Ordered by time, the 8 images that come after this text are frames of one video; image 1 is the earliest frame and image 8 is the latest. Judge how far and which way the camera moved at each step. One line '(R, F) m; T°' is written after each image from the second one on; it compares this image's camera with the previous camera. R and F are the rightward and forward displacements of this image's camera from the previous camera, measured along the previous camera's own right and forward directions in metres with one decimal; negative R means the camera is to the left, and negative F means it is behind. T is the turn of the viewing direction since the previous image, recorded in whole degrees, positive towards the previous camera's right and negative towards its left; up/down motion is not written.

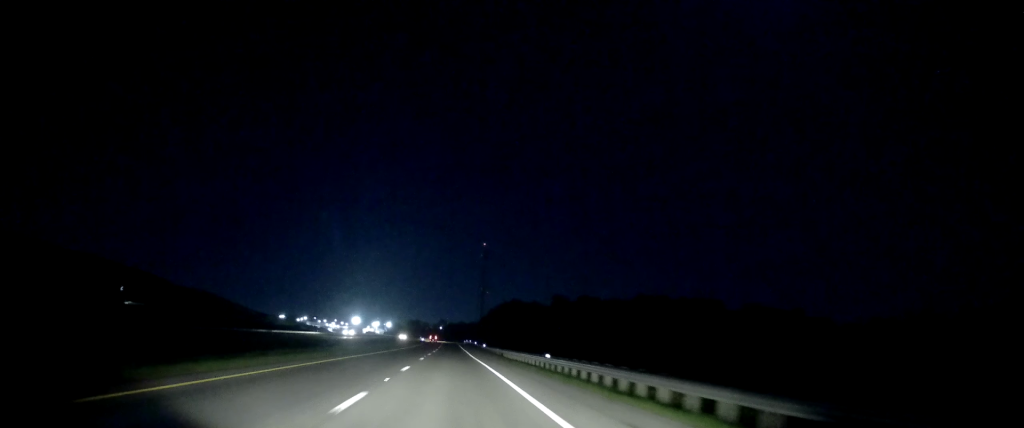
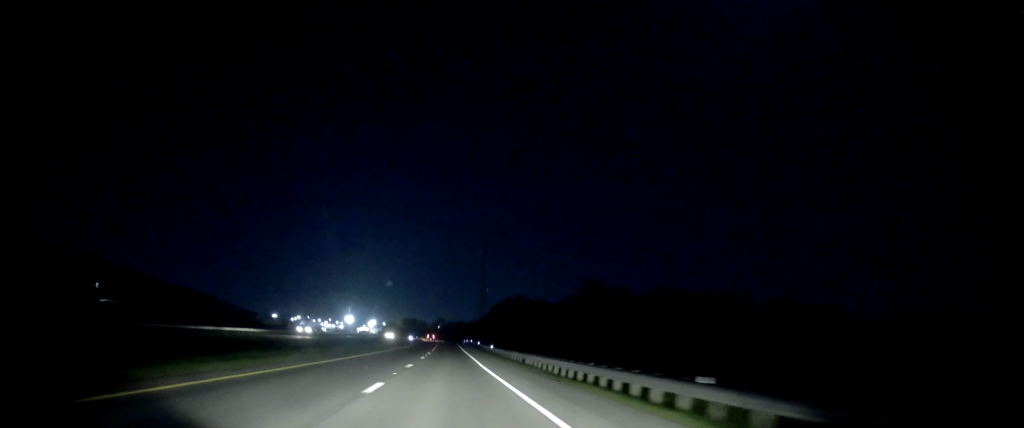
(0.0, +20.9) m; -1°
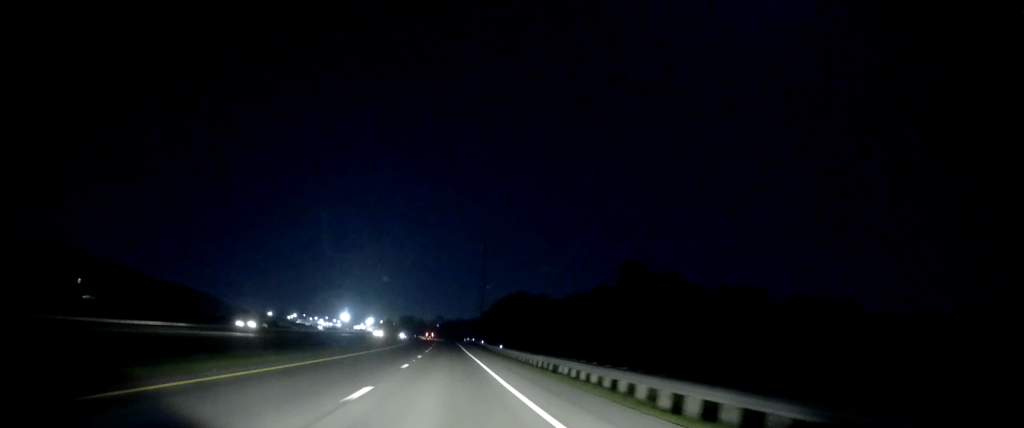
(+0.1, +14.2) m; -1°
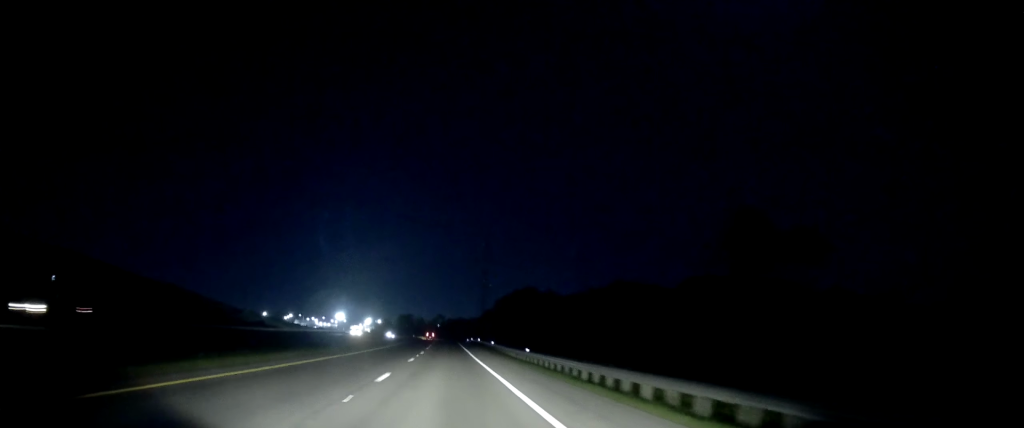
(-0.6, +19.7) m; 0°
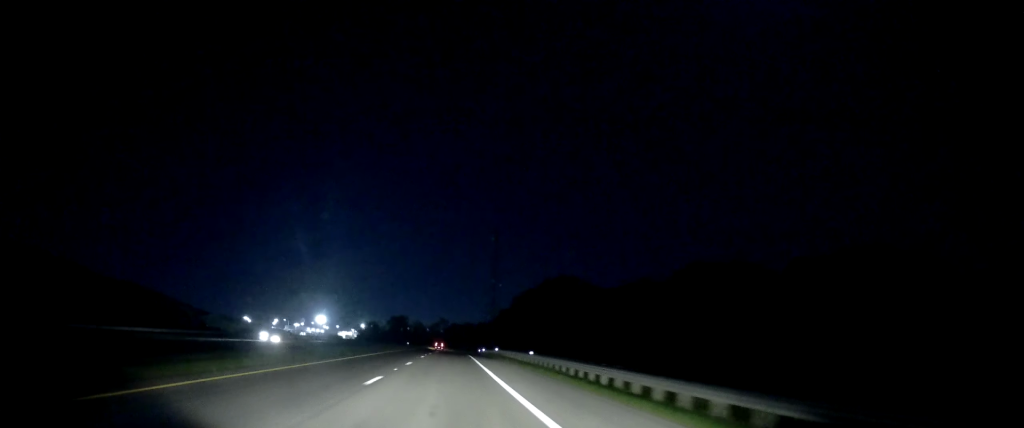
(+1.2, +62.2) m; +1°
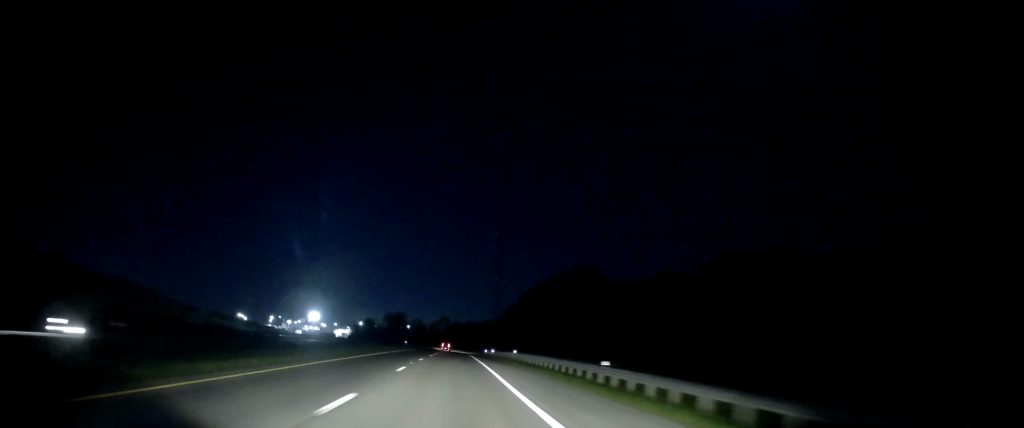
(-0.2, +18.4) m; 0°
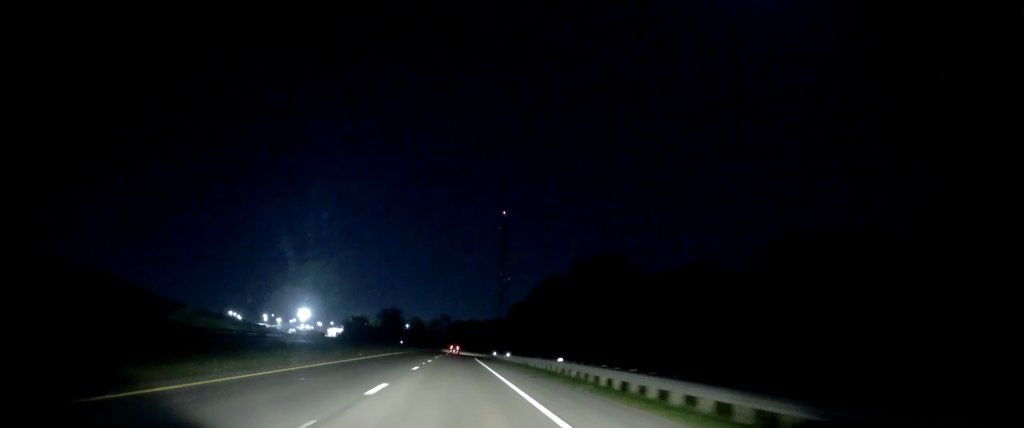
(0.0, +21.0) m; 0°
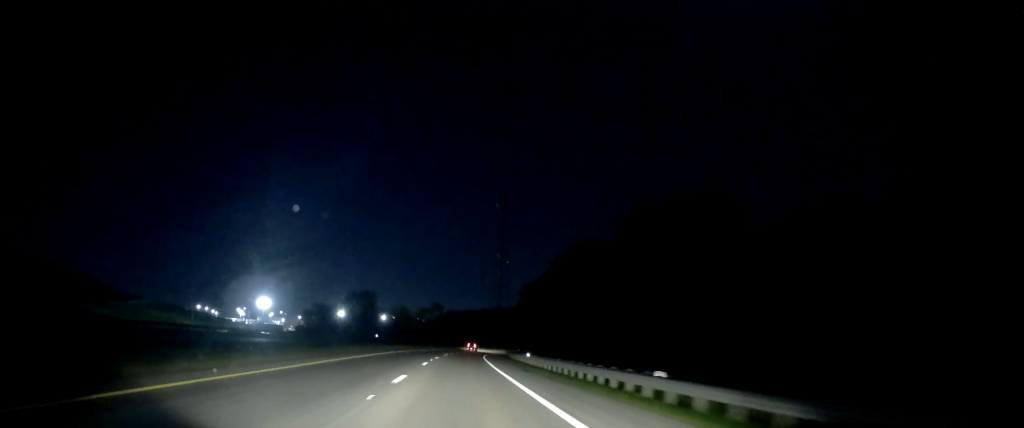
(+0.4, +45.7) m; 0°
